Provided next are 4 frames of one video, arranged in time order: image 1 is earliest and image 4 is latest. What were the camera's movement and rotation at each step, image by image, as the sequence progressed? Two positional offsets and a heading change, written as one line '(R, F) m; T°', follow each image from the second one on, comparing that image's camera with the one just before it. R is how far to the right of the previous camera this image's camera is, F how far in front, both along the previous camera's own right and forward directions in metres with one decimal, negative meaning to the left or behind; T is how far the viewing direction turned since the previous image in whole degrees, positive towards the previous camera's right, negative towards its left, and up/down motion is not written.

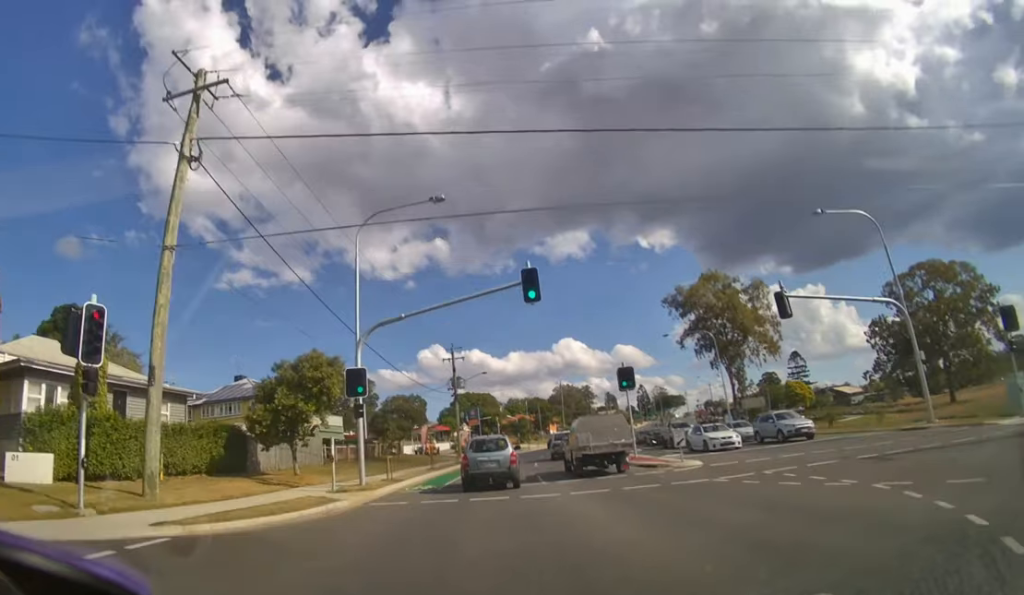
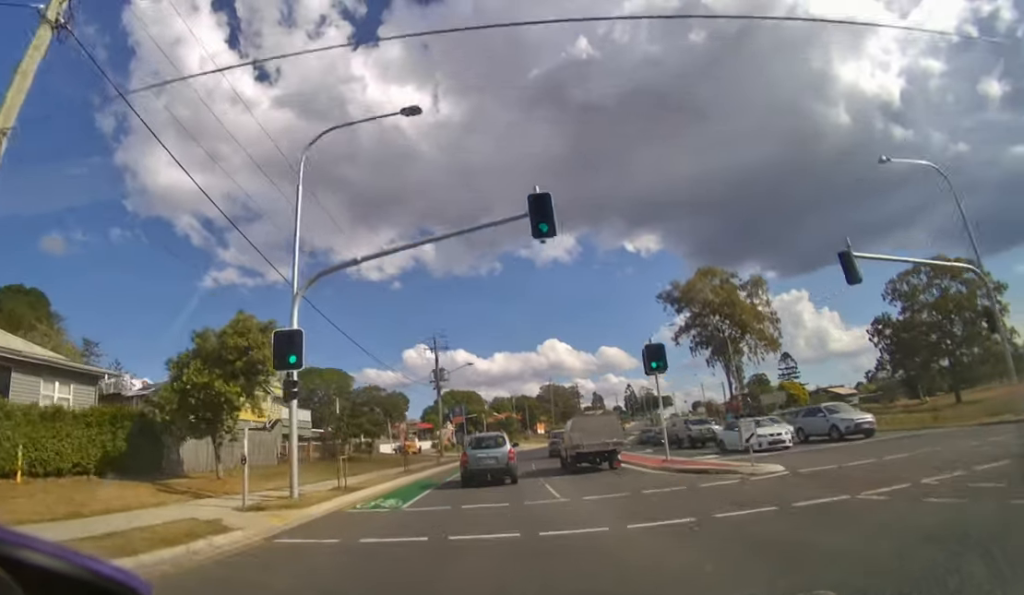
(+0.1, +5.6) m; +2°
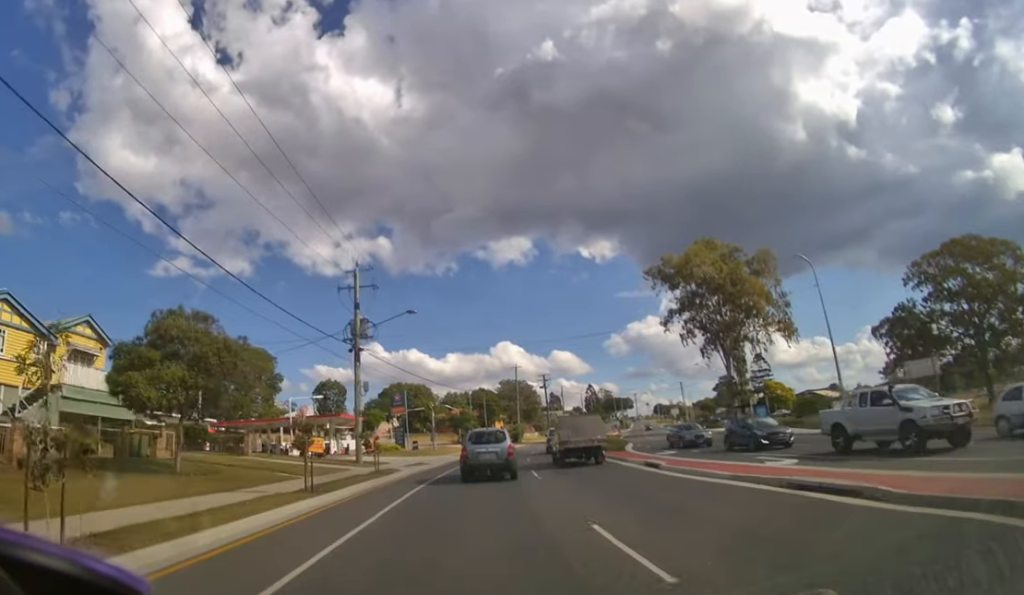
(+1.0, +20.2) m; +5°
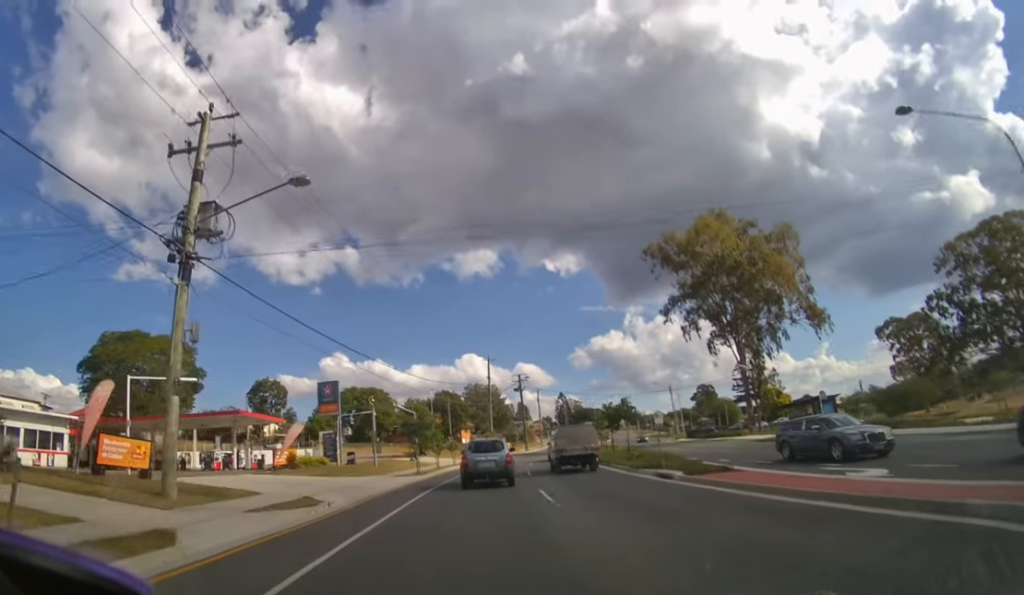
(+0.6, +18.5) m; +4°
